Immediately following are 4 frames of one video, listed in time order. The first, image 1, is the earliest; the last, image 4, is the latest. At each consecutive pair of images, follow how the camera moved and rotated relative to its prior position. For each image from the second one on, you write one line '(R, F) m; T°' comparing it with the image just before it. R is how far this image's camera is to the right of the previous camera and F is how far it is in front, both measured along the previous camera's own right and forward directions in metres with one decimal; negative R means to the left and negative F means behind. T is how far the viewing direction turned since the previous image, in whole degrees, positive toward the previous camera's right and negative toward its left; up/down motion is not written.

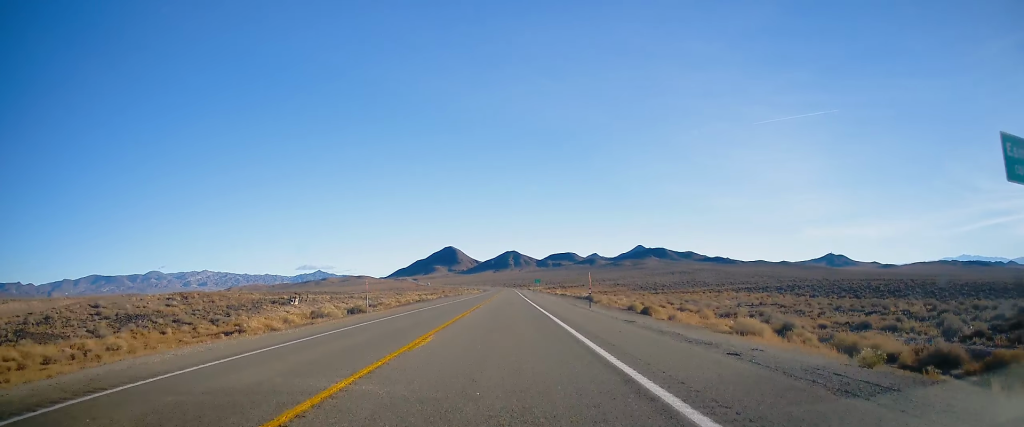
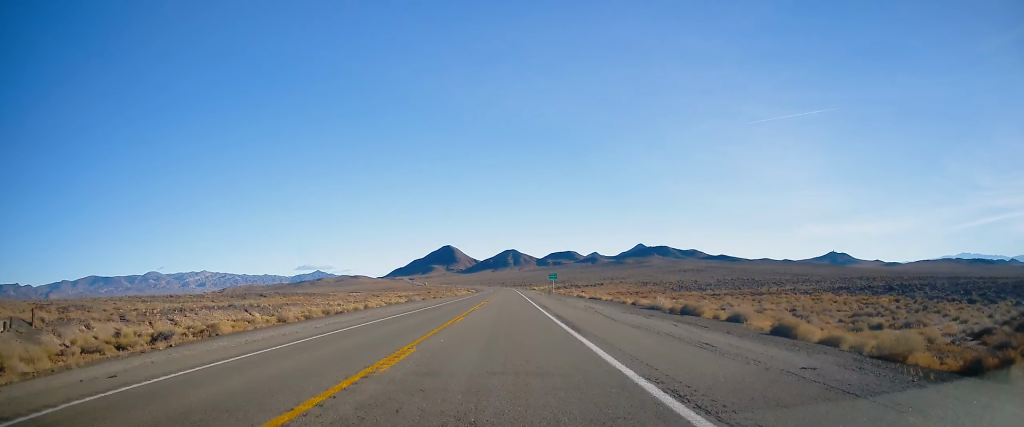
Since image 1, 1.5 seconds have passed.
(-0.6, +50.8) m; -1°
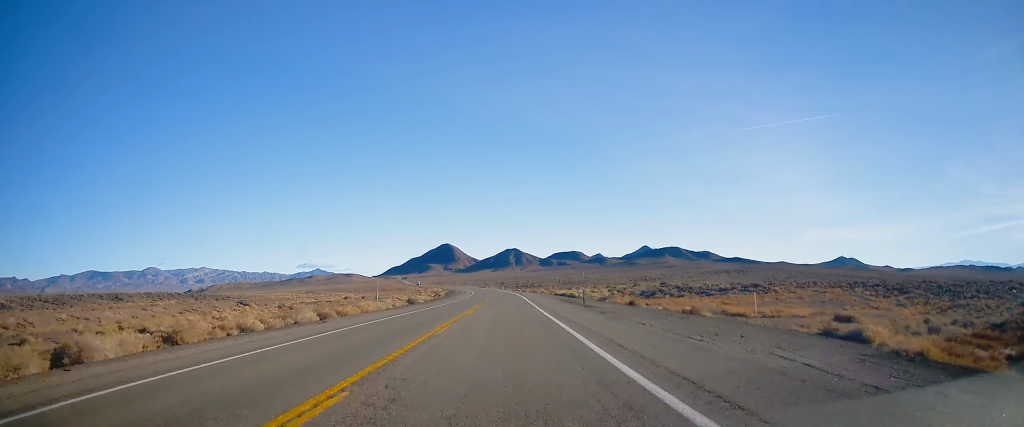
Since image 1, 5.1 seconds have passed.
(+0.4, +125.4) m; 0°
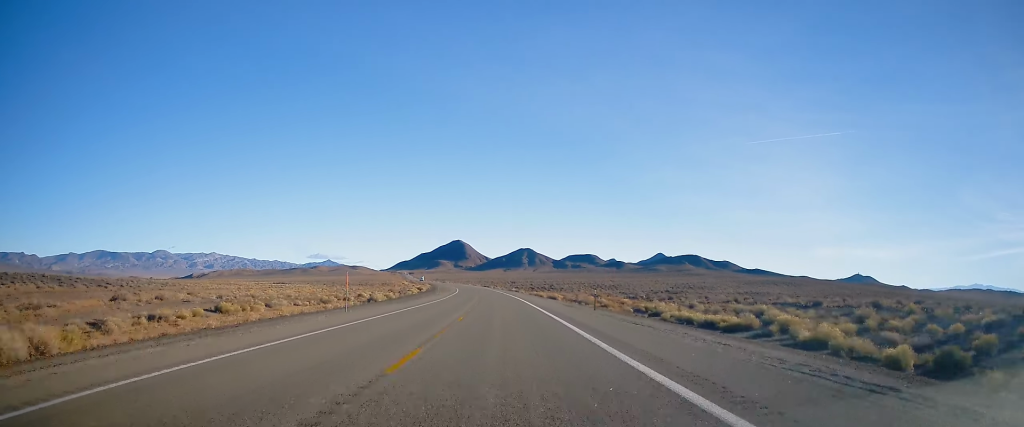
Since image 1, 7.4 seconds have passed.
(-1.1, +77.7) m; -1°
